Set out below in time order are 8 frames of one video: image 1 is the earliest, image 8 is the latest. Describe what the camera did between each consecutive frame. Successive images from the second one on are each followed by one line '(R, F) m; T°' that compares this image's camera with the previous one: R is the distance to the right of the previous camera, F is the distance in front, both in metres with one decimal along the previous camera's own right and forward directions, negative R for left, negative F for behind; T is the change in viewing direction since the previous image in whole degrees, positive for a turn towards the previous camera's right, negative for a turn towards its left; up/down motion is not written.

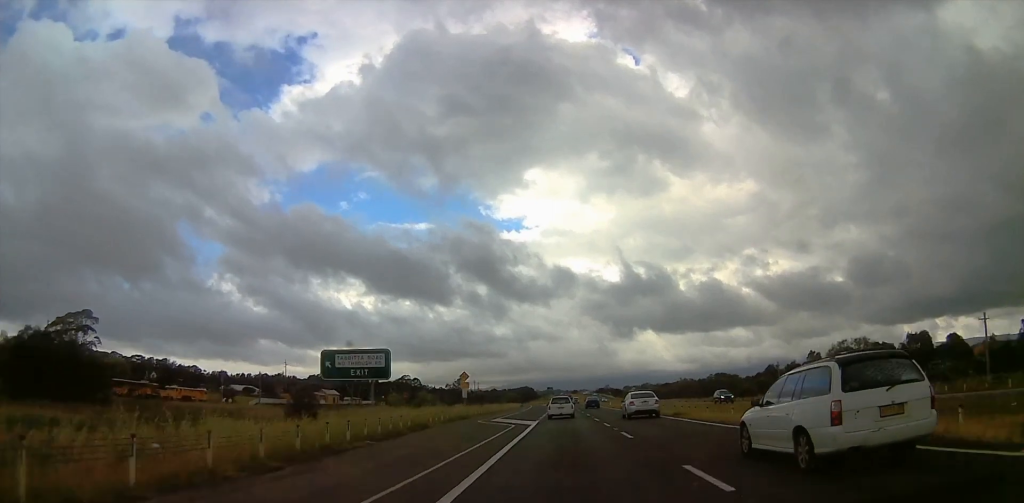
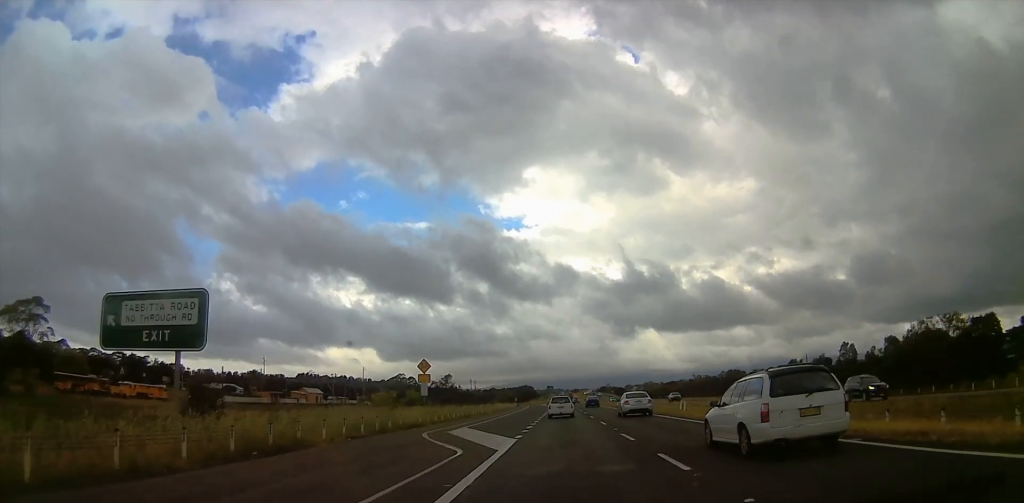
(+0.3, +18.3) m; +1°
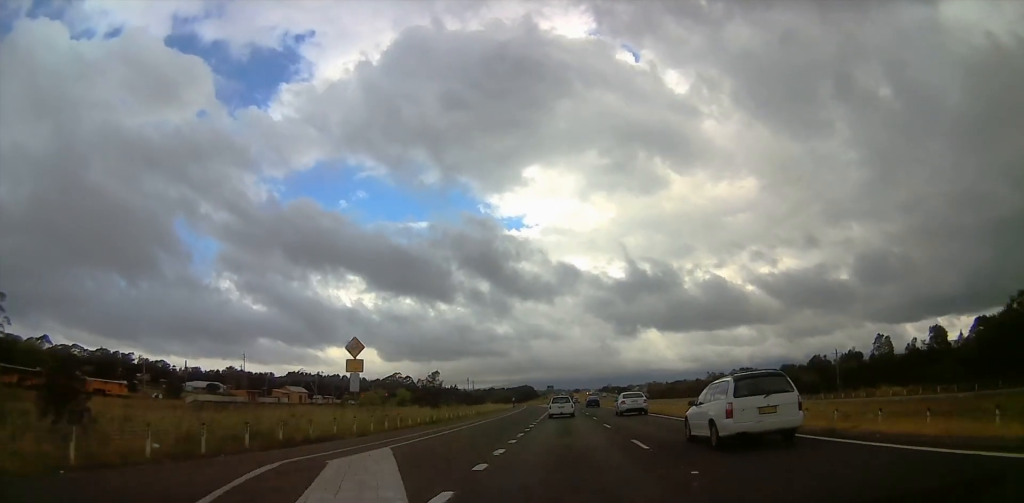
(+0.2, +15.4) m; +1°
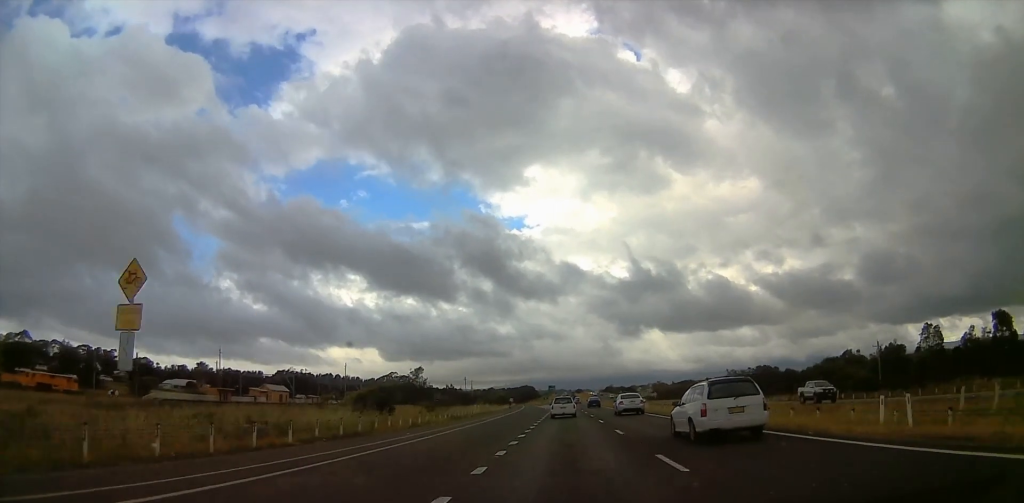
(-0.1, +17.2) m; +1°
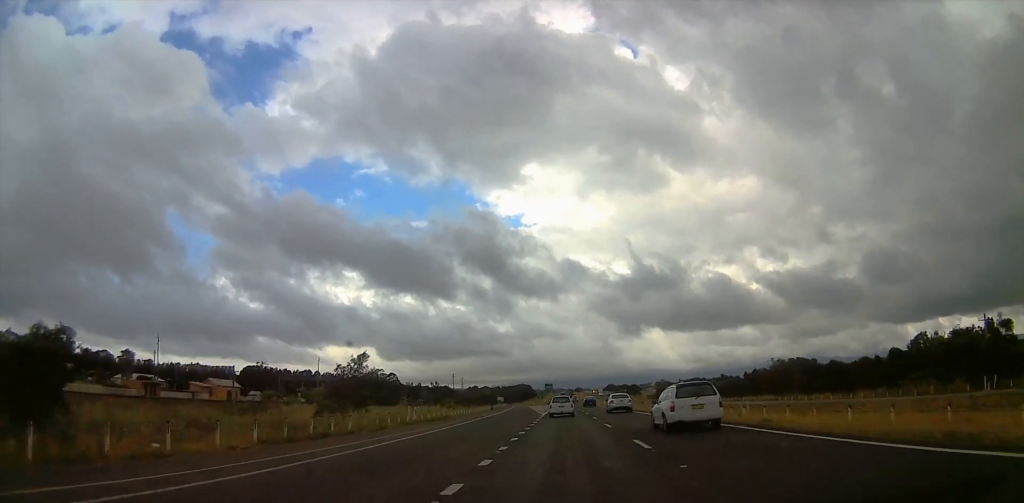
(+0.7, +30.5) m; 0°
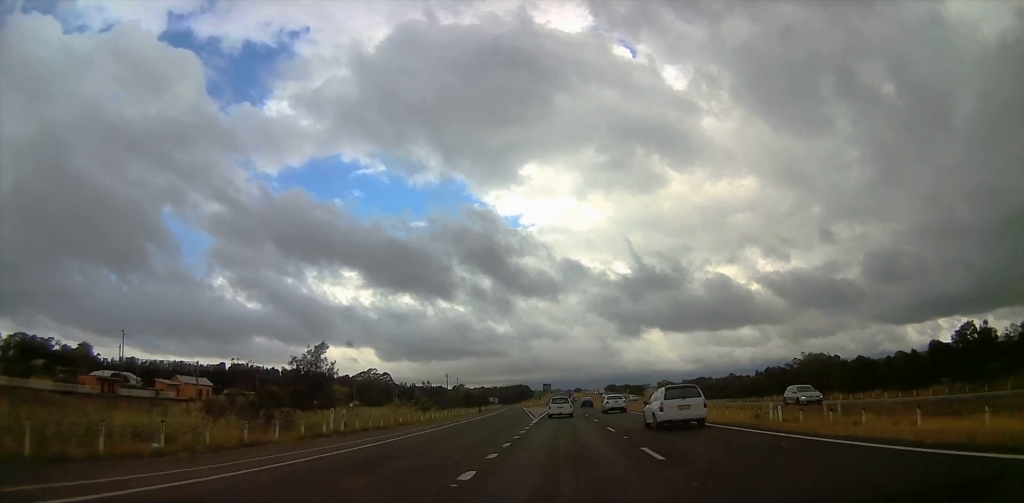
(-0.4, +14.4) m; -1°
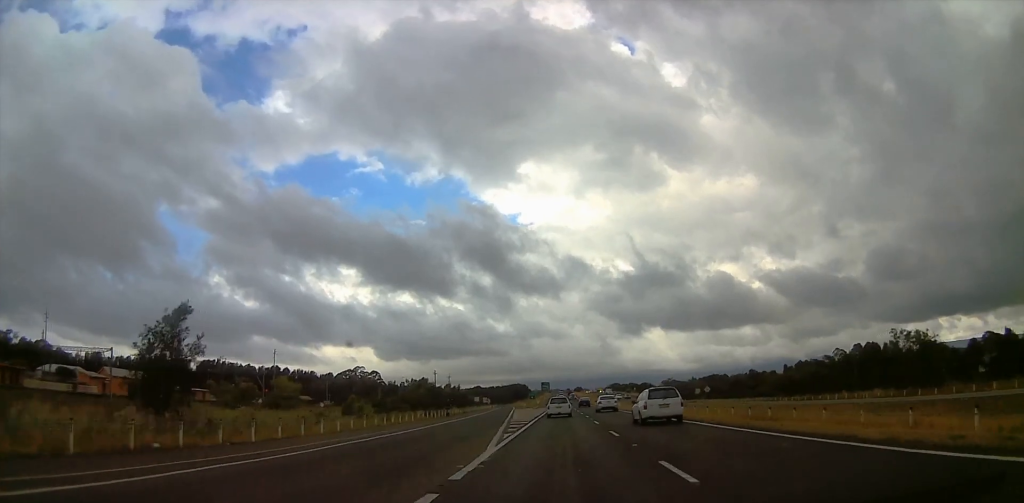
(-0.2, +28.0) m; -2°
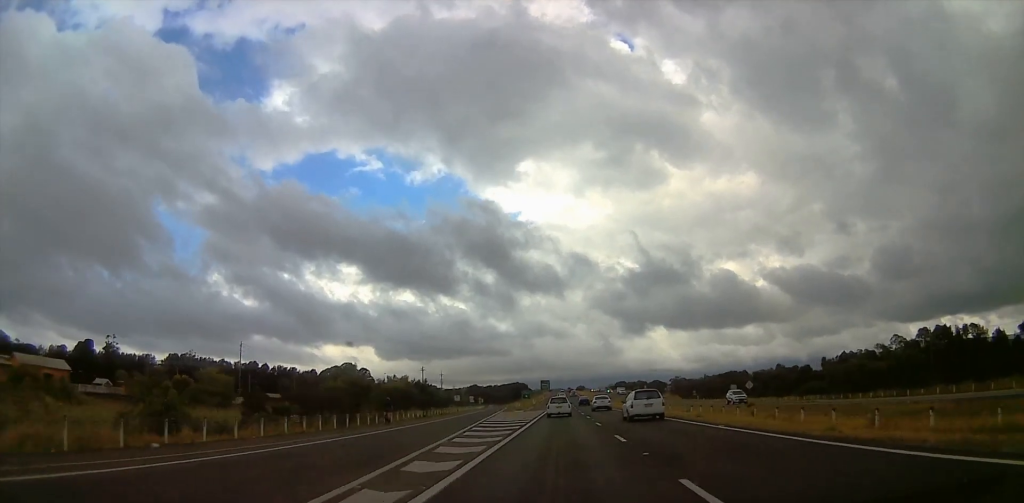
(-0.7, +26.4) m; +2°
